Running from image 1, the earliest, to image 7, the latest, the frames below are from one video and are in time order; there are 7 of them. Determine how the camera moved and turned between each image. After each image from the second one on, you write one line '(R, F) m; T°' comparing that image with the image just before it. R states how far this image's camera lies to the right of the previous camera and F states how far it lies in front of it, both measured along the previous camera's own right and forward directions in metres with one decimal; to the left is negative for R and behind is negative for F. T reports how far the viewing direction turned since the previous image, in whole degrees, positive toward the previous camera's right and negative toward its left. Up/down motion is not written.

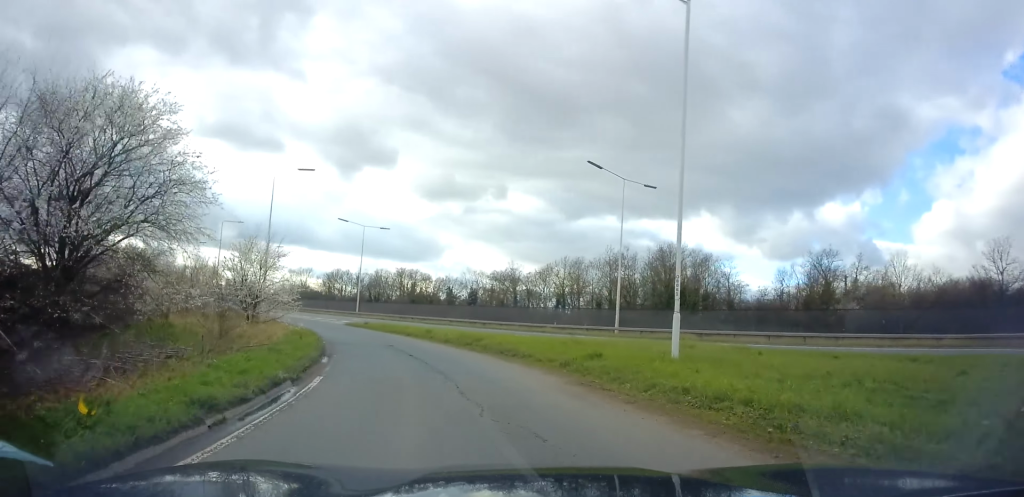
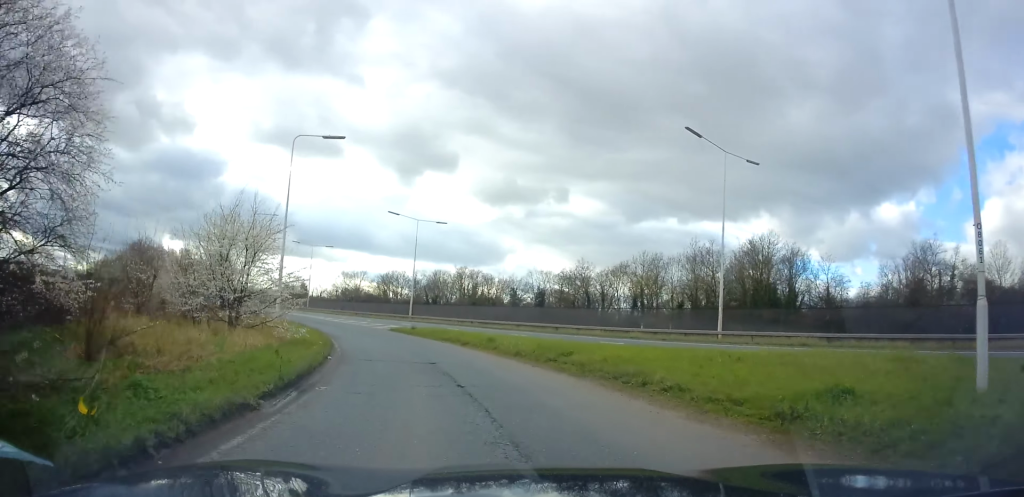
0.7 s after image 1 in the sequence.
(-0.7, +7.7) m; -5°
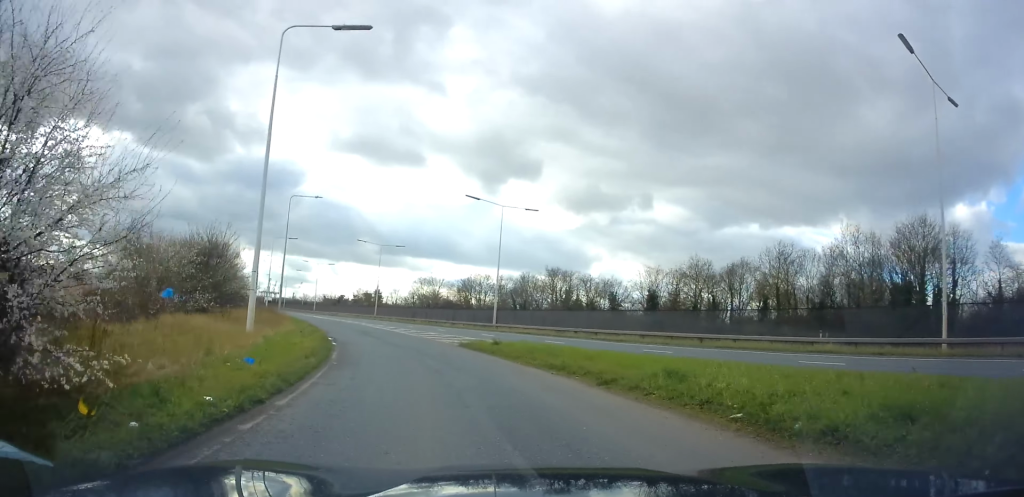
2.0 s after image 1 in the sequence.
(-0.7, +13.4) m; -9°
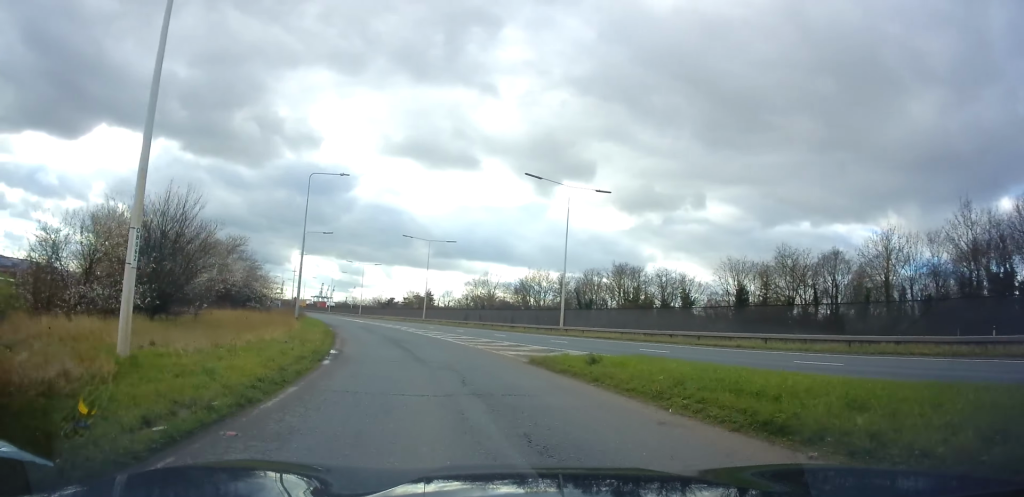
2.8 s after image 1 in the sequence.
(-0.8, +8.7) m; -7°
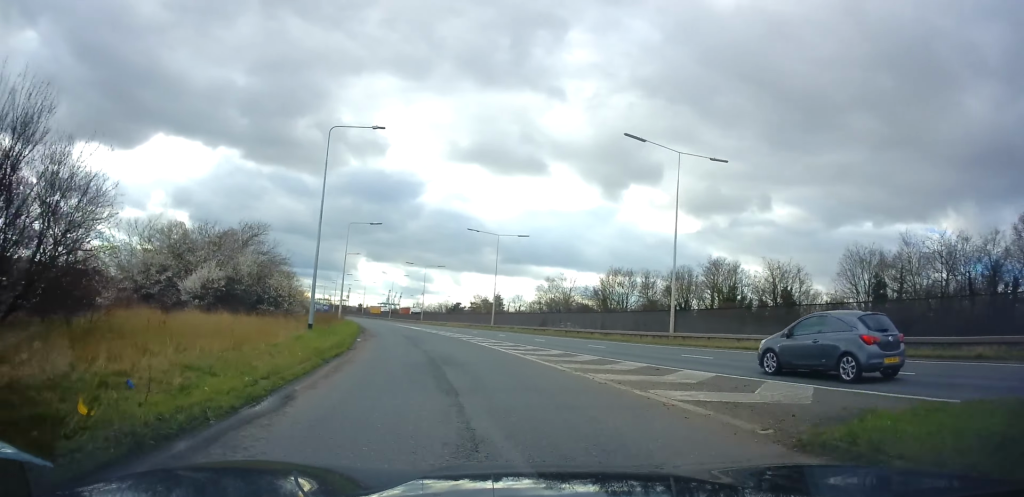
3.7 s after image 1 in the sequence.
(-0.7, +10.8) m; -7°
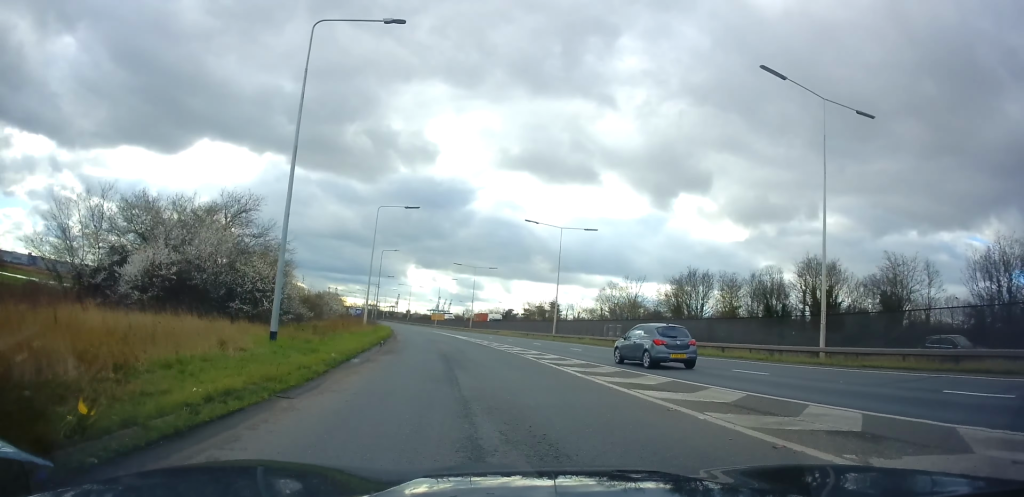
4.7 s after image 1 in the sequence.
(-0.6, +11.1) m; -4°
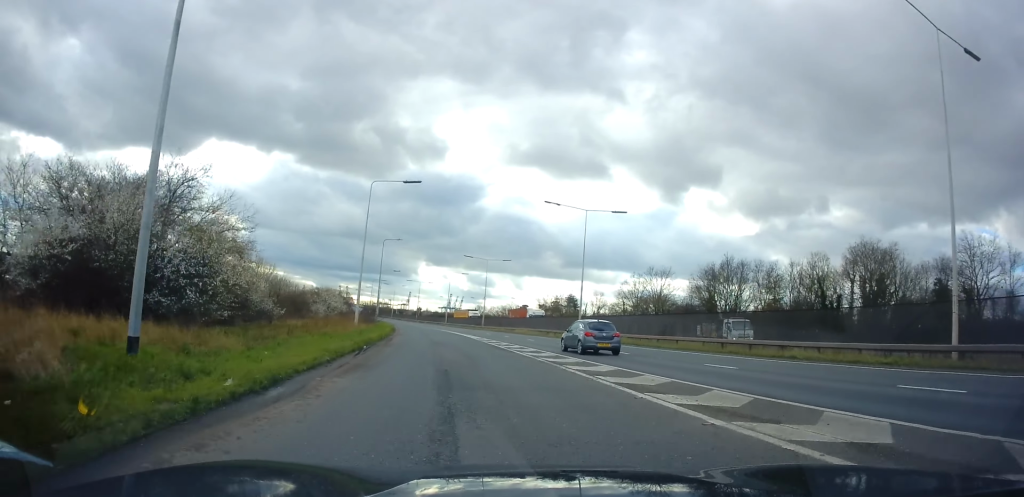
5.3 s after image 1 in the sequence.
(-0.3, +7.5) m; -2°
